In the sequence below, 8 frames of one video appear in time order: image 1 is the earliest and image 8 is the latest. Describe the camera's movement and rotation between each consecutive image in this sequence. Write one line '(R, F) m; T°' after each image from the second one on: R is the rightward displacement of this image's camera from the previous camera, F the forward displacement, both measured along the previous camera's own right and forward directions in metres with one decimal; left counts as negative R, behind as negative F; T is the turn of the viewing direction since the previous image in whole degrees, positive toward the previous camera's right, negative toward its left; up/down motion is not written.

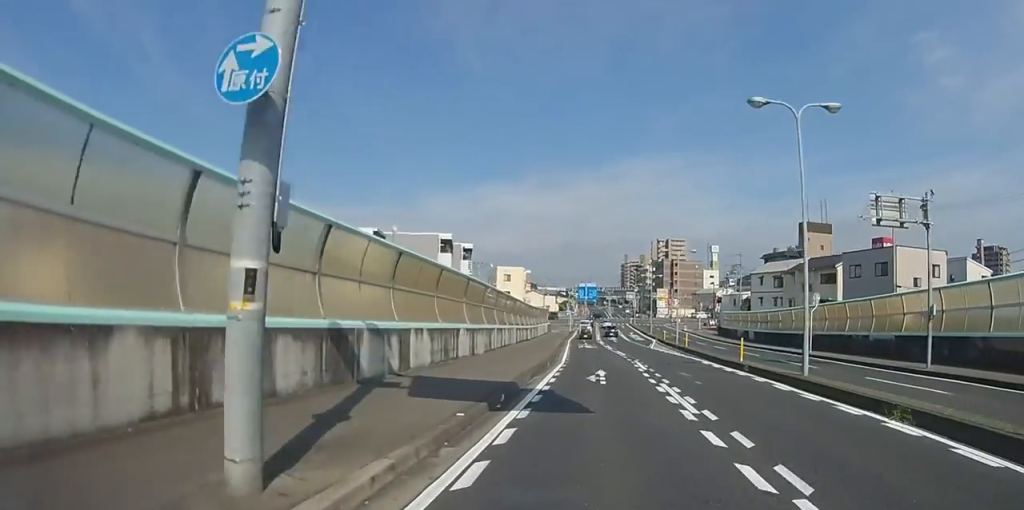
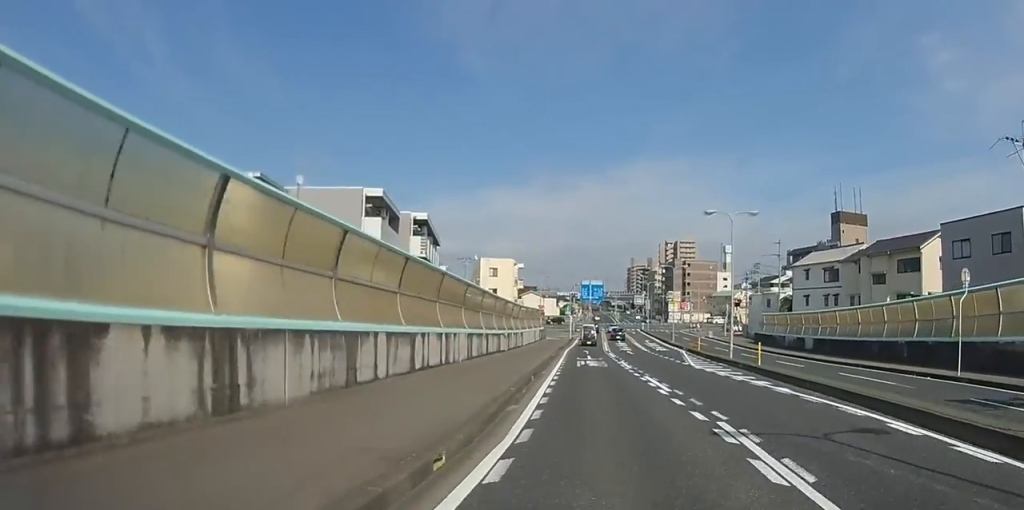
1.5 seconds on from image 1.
(0.0, +17.0) m; 0°
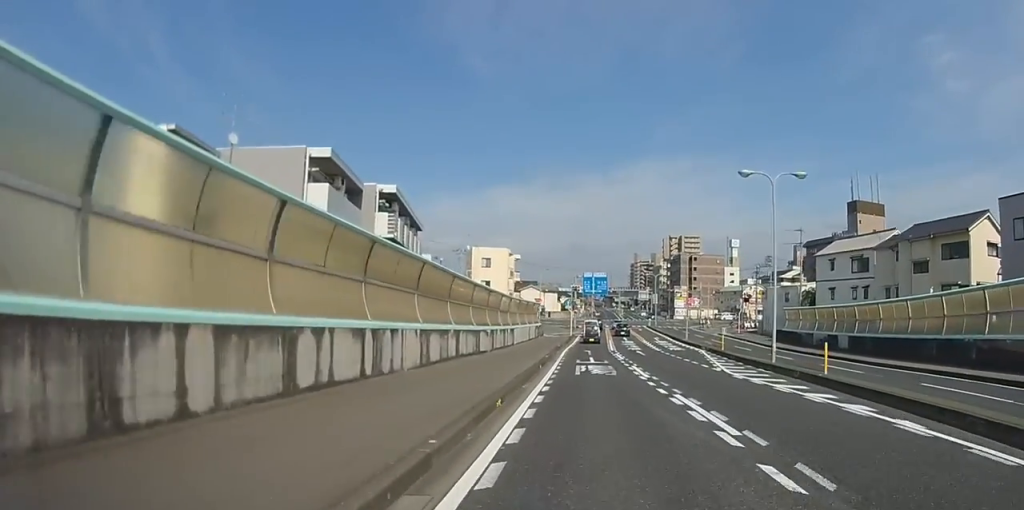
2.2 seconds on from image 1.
(0.0, +6.8) m; 0°
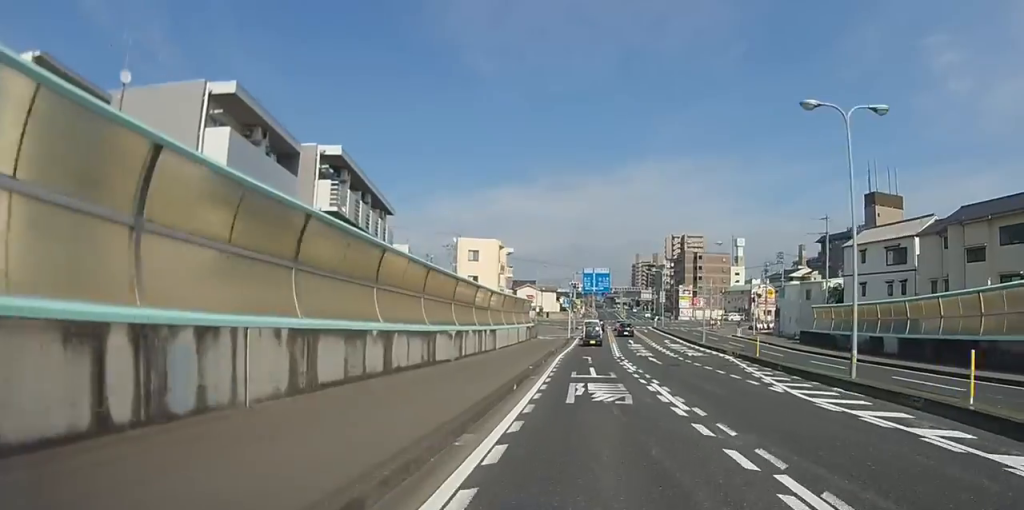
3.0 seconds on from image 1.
(0.0, +7.5) m; 0°
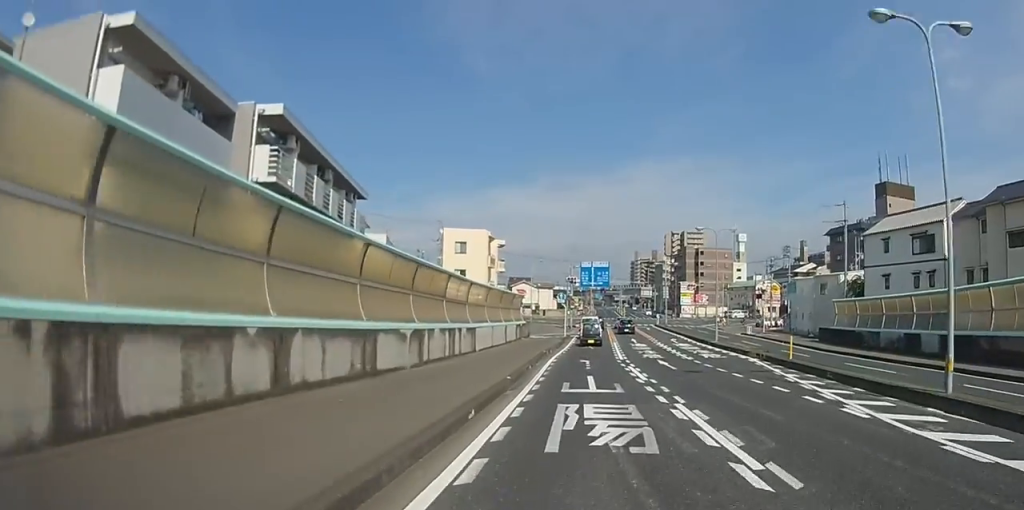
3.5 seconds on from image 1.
(0.0, +5.2) m; 0°
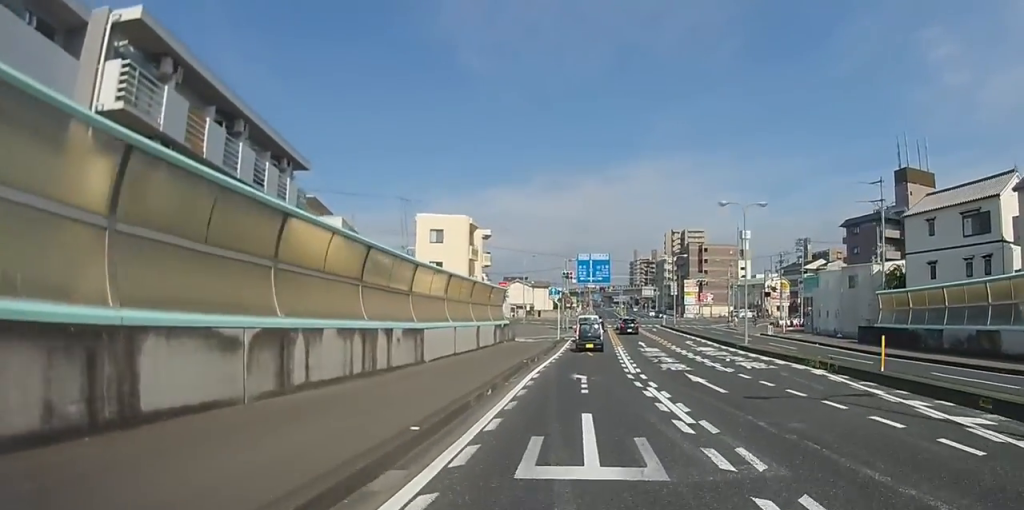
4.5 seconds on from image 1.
(0.0, +8.0) m; 0°
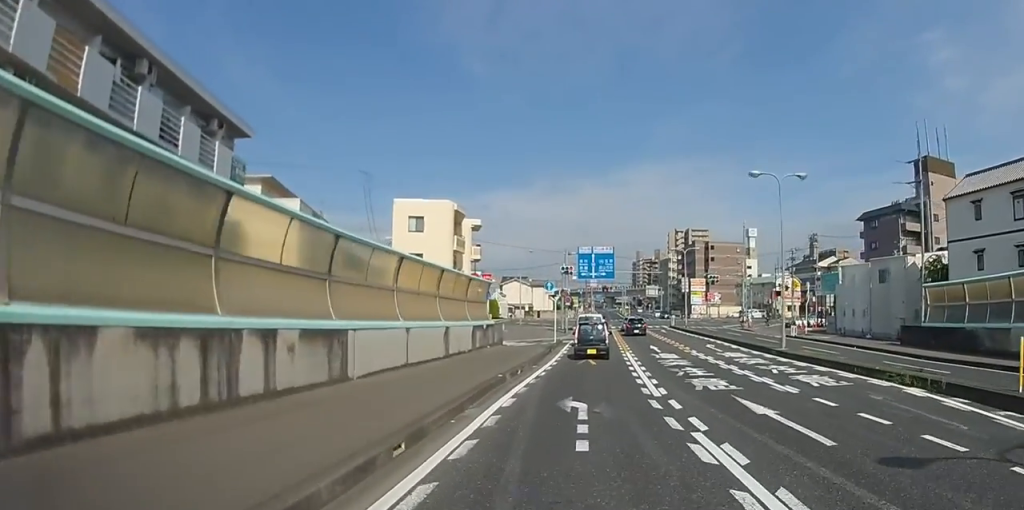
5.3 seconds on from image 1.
(0.0, +6.6) m; 0°
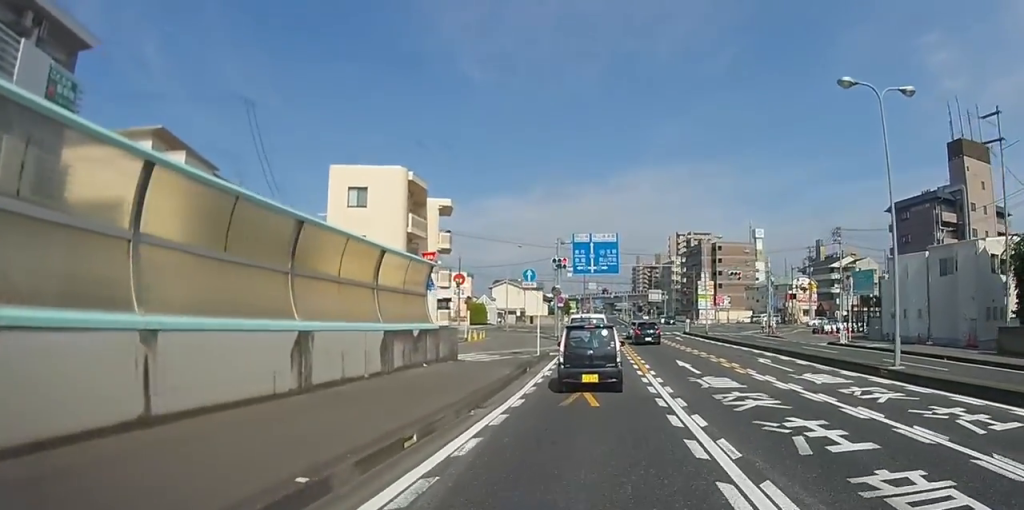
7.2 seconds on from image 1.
(-0.1, +11.8) m; -1°
